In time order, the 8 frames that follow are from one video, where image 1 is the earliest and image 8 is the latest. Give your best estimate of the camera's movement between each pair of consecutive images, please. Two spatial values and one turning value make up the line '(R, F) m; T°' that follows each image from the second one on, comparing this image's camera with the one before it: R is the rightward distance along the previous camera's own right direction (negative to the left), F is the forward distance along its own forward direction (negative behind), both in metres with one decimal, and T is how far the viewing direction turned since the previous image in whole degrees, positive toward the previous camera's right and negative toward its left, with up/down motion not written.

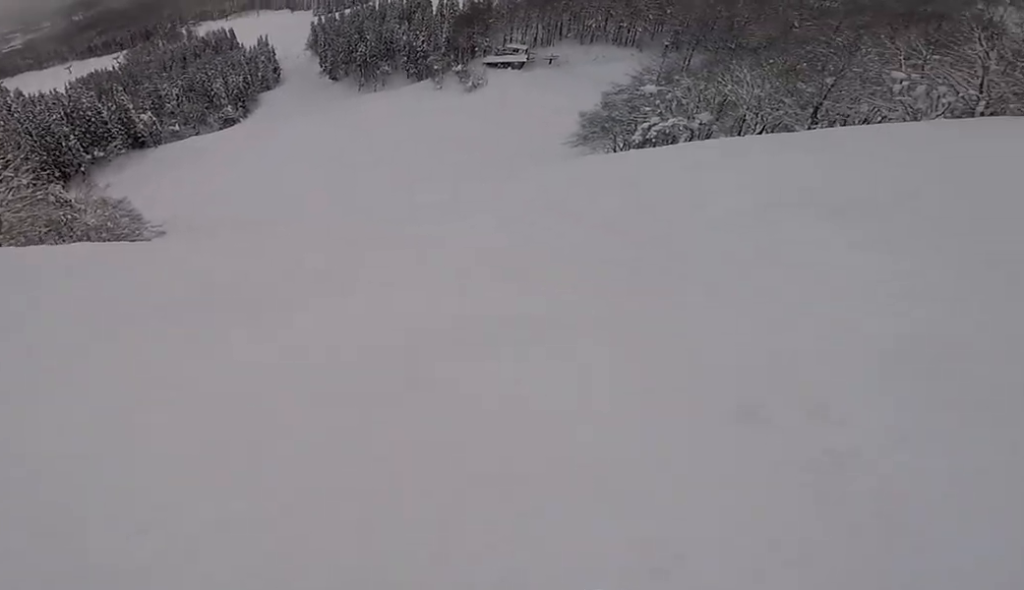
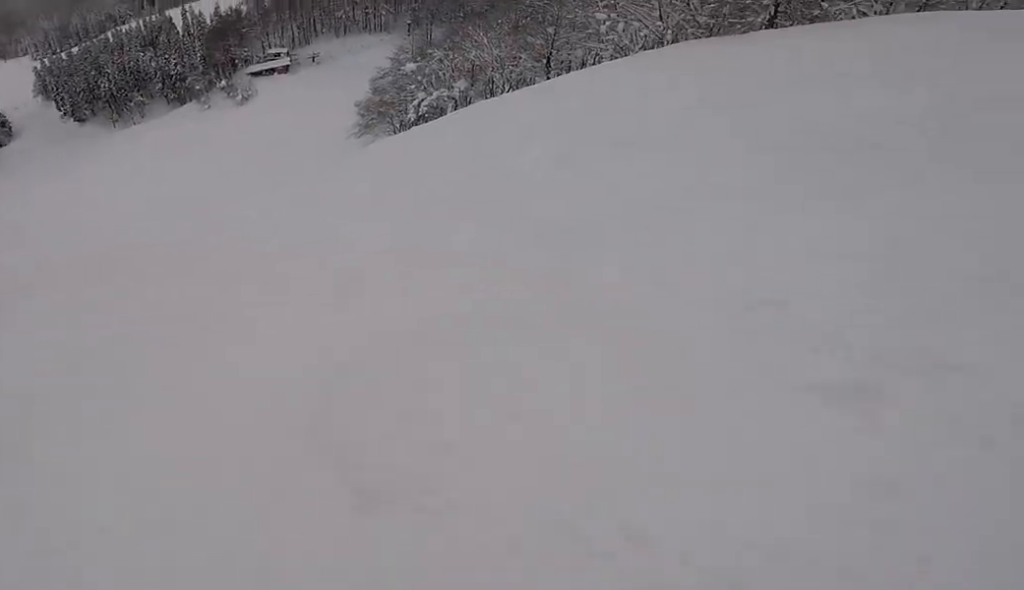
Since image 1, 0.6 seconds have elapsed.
(+0.1, +2.0) m; +20°
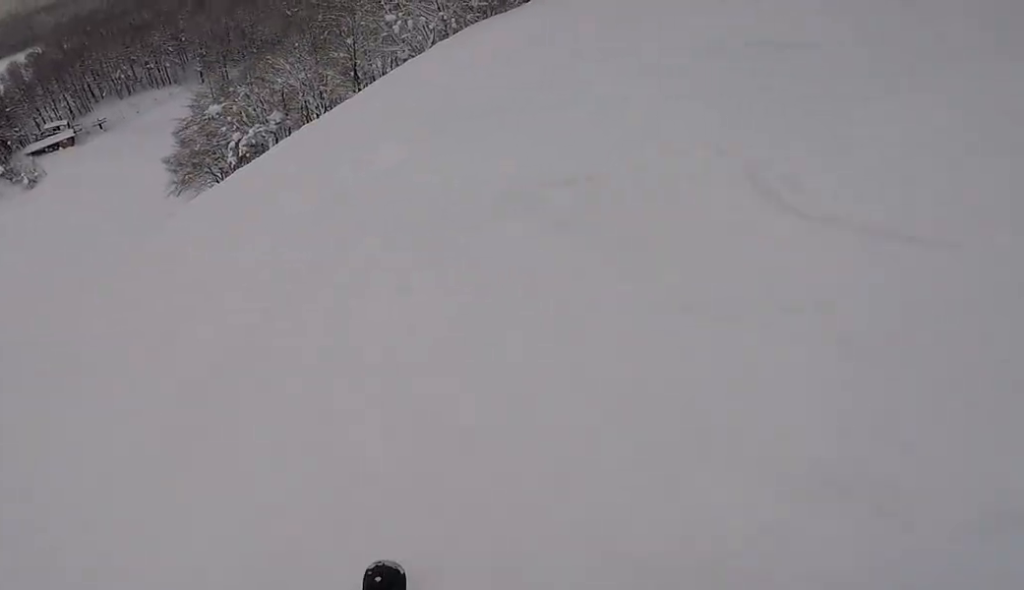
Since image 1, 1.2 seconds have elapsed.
(+0.5, +2.1) m; +8°
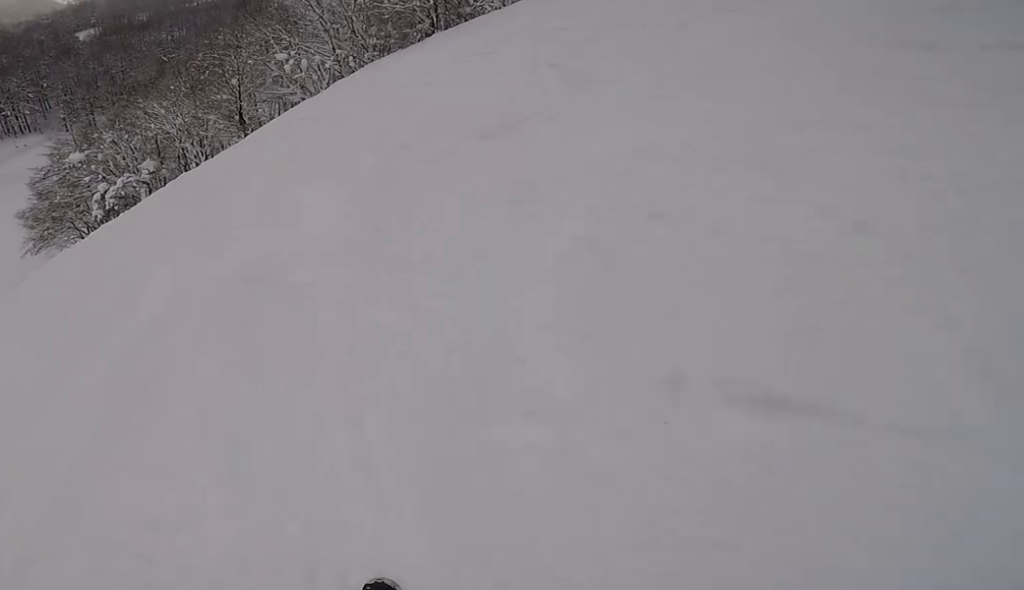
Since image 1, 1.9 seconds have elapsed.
(+0.3, +3.0) m; +7°
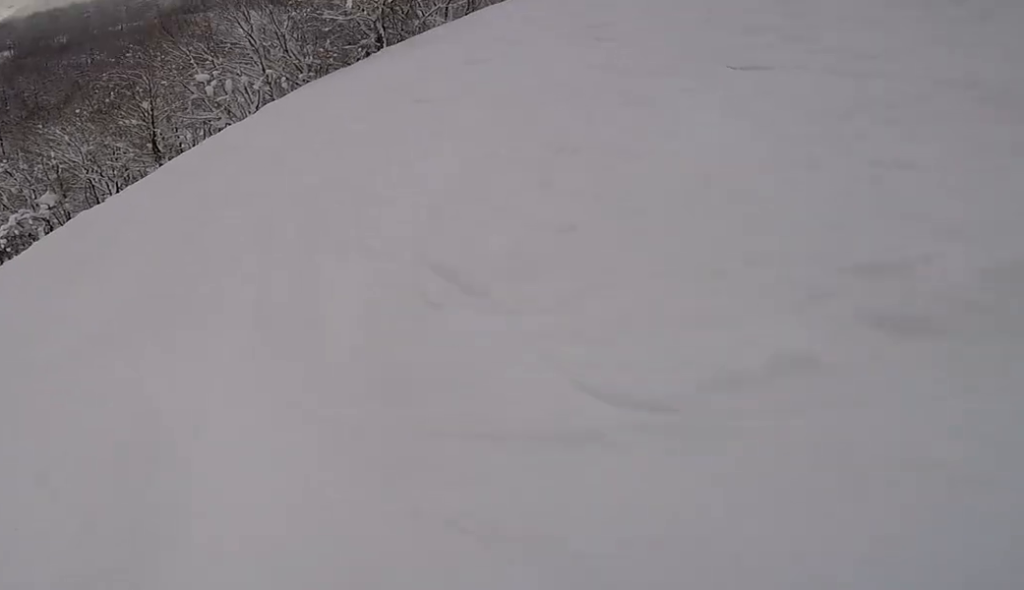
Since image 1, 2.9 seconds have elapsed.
(0.0, +4.8) m; 0°
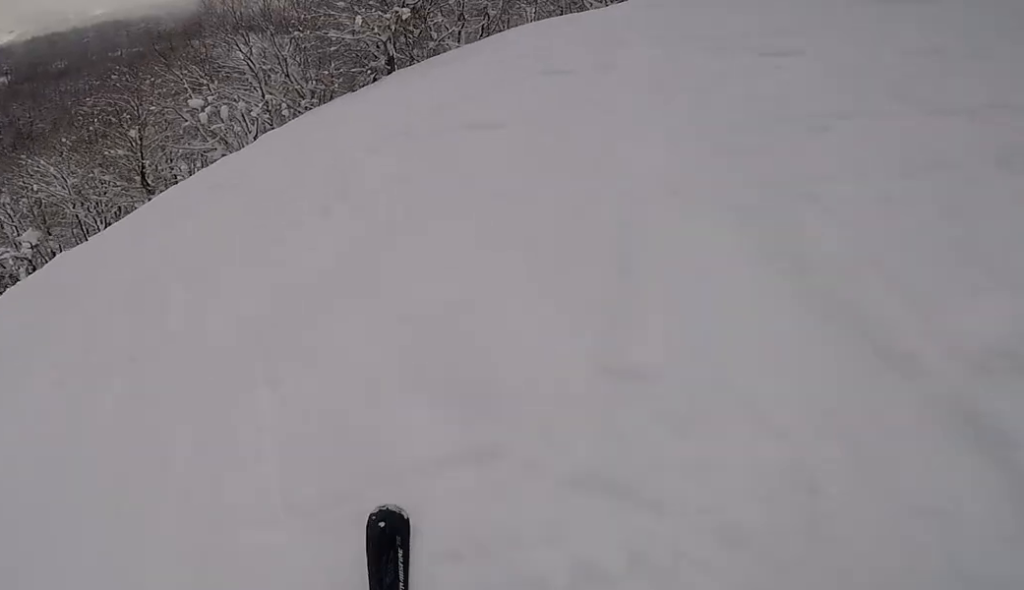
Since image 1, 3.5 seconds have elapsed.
(0.0, +2.5) m; 0°
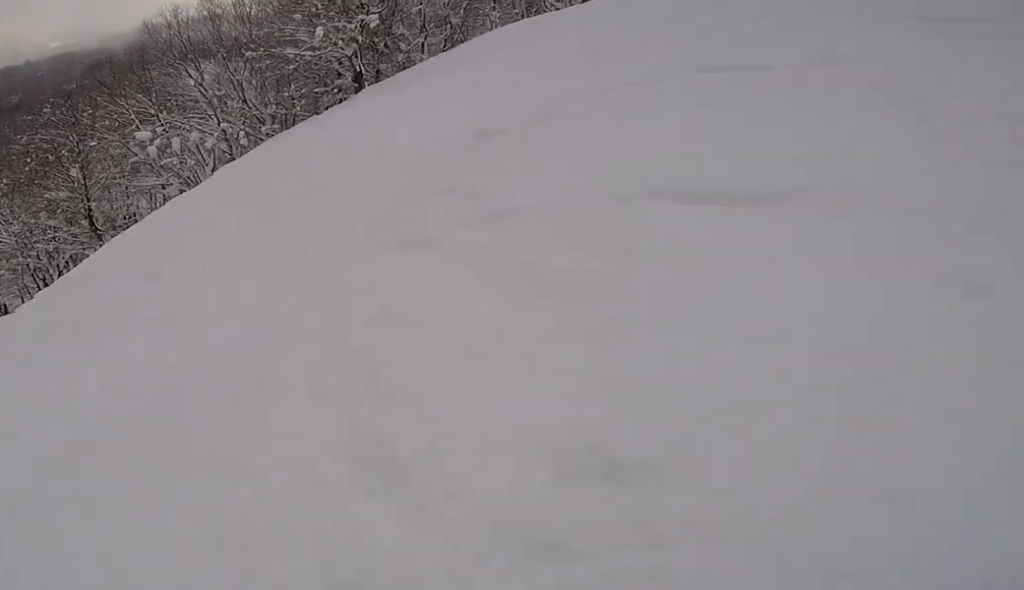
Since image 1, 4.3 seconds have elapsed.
(0.0, +3.2) m; 0°
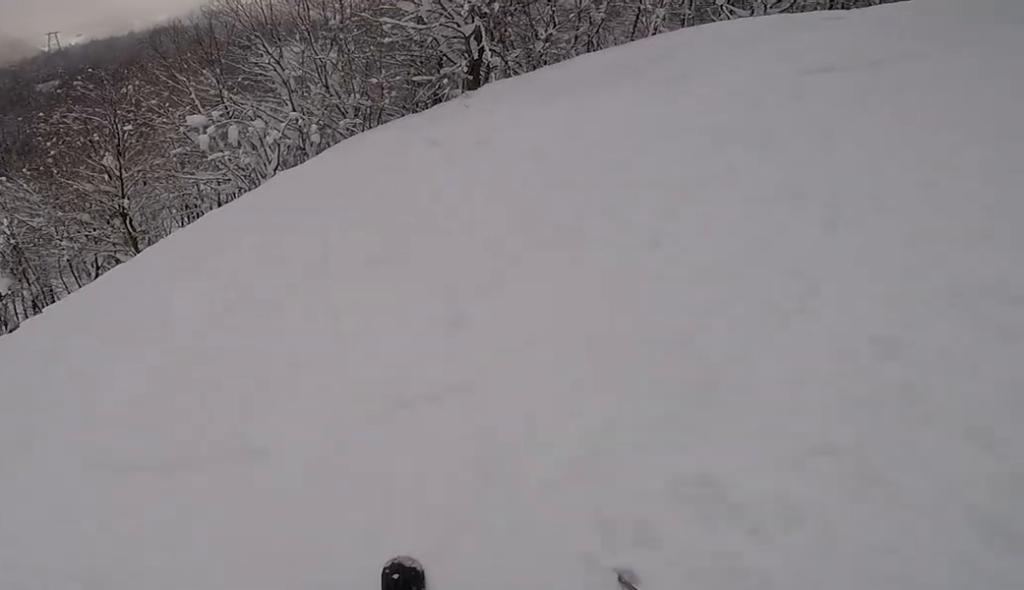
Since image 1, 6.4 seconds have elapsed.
(0.0, +6.3) m; 0°
